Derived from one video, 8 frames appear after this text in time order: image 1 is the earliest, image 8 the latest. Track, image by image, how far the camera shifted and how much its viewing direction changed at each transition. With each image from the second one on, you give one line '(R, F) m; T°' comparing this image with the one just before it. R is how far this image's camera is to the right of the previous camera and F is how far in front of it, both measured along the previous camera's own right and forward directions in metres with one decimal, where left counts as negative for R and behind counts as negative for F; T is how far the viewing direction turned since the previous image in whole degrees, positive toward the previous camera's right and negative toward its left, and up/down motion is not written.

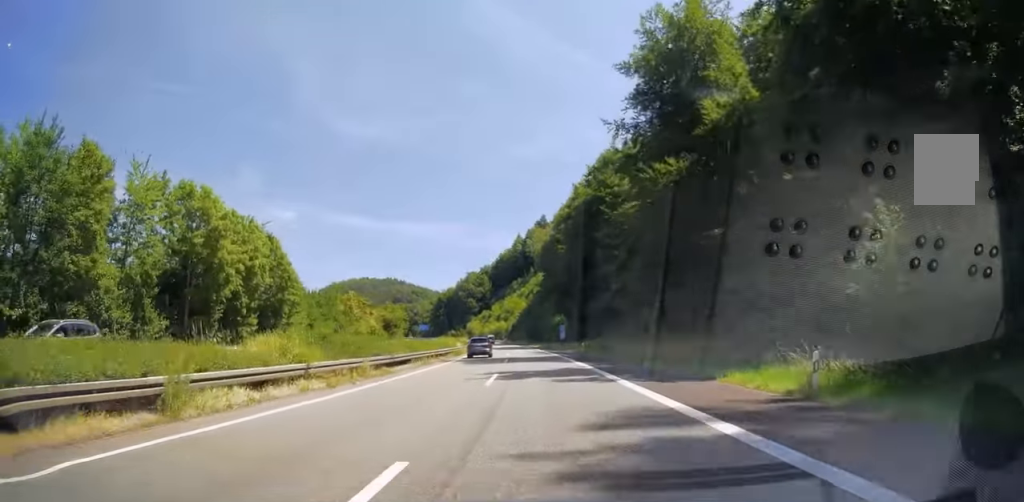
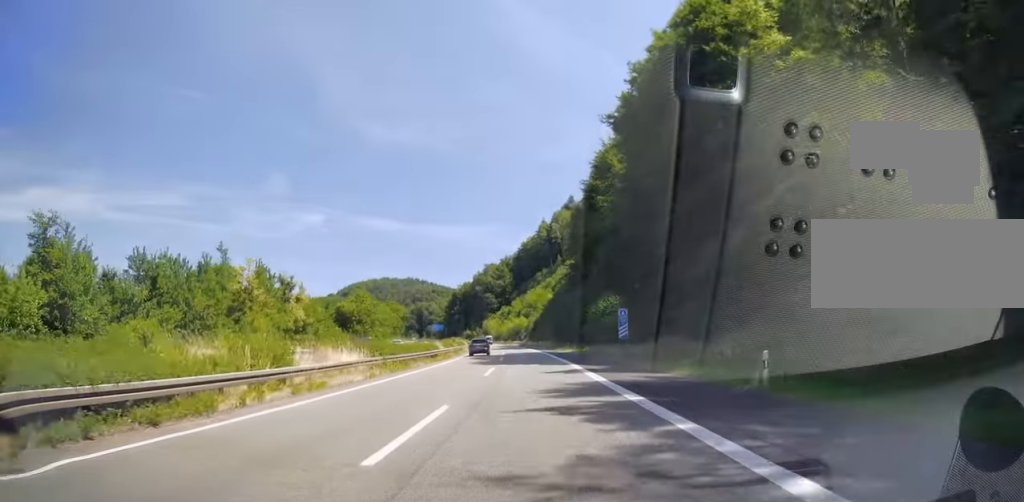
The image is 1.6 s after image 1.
(-1.1, +47.9) m; -2°
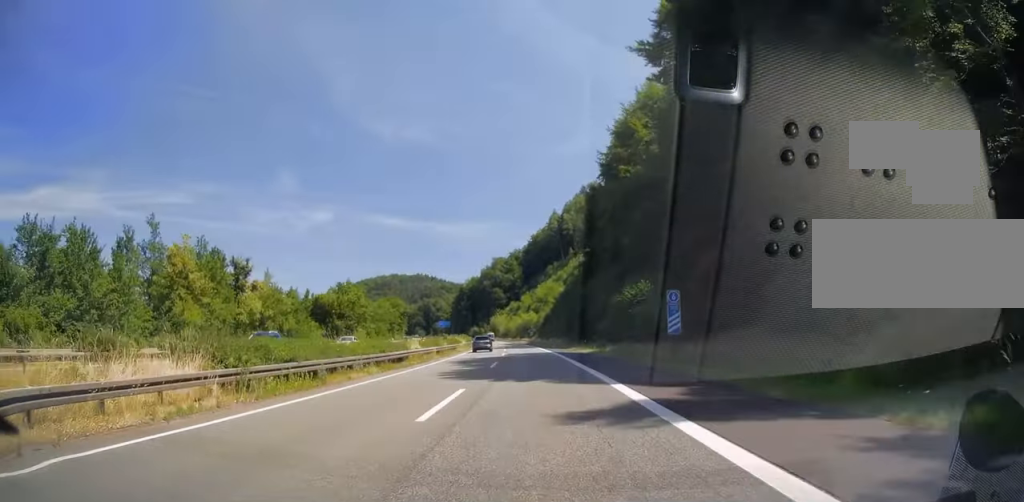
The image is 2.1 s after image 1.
(0.0, +14.7) m; -1°
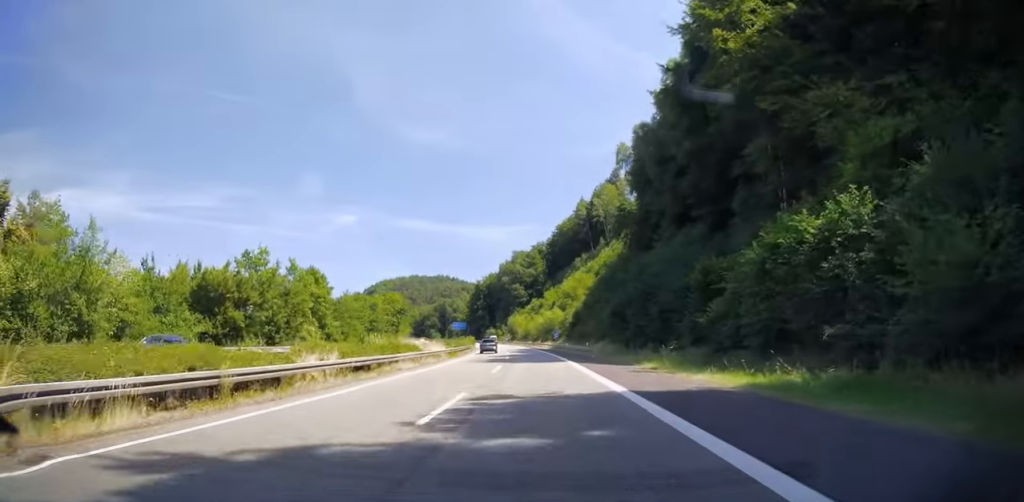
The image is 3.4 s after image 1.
(-0.7, +36.2) m; -3°
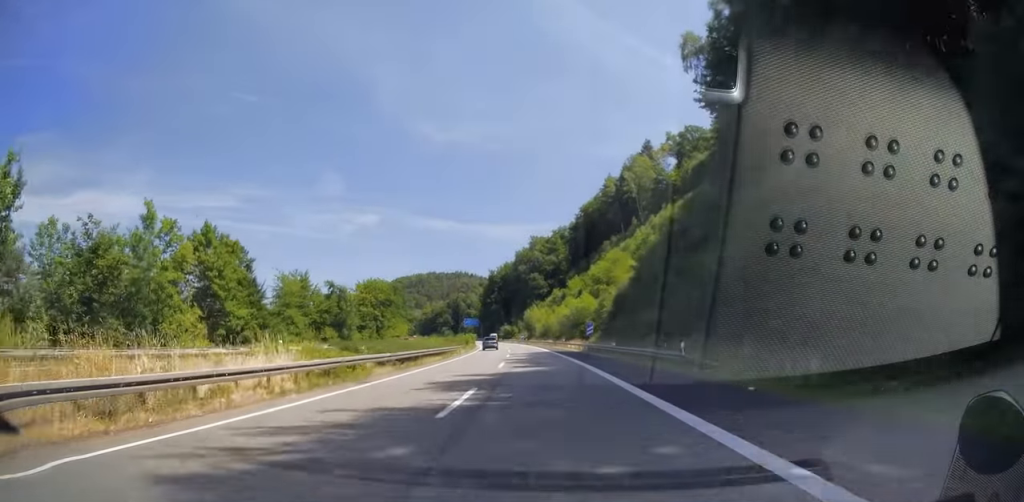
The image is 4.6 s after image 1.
(-0.9, +35.3) m; -2°
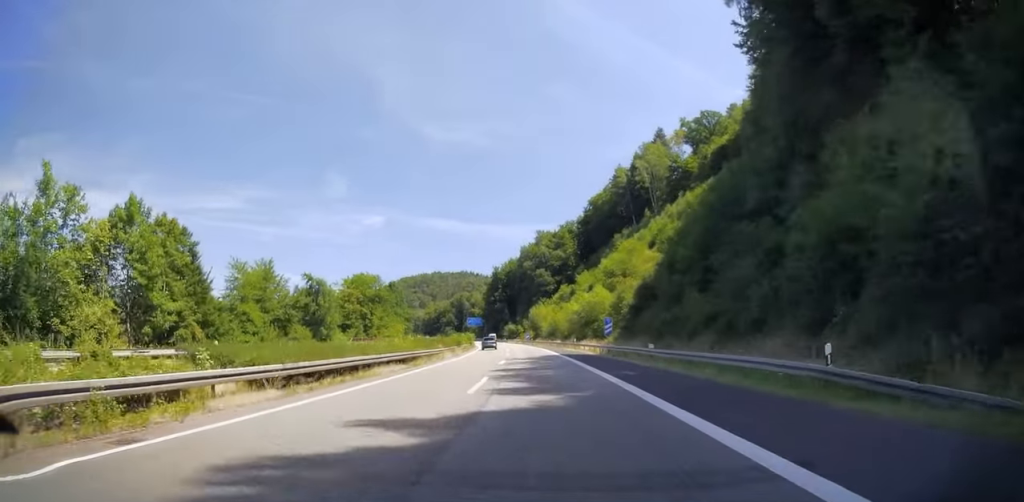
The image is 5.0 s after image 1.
(-0.1, +13.2) m; -1°
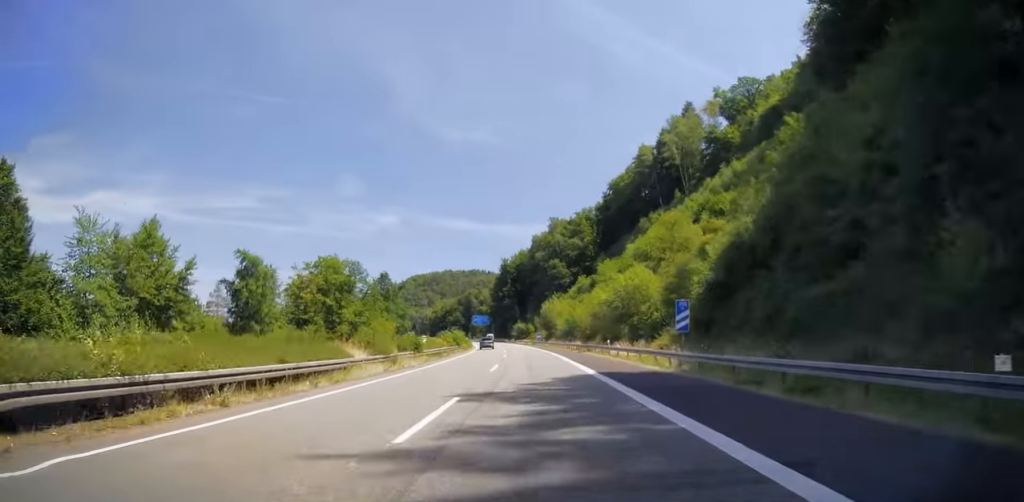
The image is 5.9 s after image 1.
(-0.3, +25.4) m; -1°
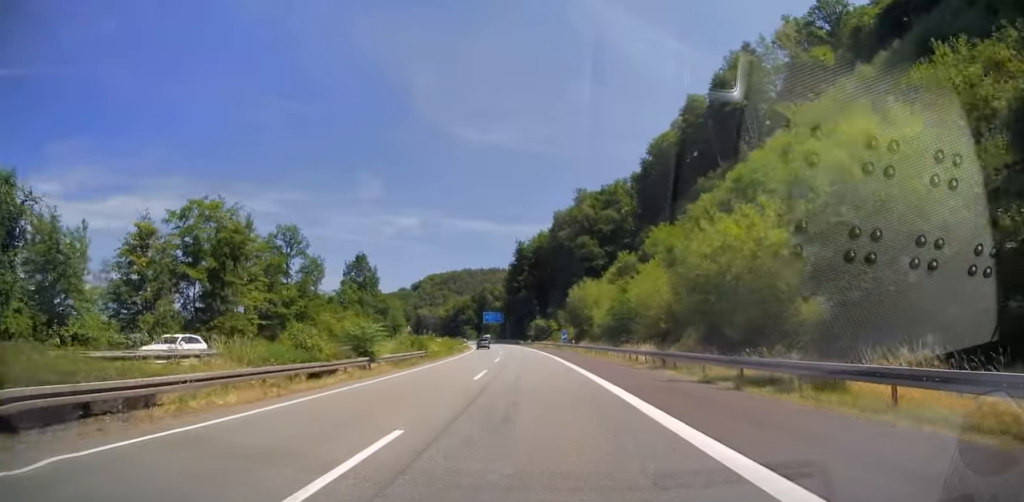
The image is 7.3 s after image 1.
(-0.7, +41.1) m; -2°
